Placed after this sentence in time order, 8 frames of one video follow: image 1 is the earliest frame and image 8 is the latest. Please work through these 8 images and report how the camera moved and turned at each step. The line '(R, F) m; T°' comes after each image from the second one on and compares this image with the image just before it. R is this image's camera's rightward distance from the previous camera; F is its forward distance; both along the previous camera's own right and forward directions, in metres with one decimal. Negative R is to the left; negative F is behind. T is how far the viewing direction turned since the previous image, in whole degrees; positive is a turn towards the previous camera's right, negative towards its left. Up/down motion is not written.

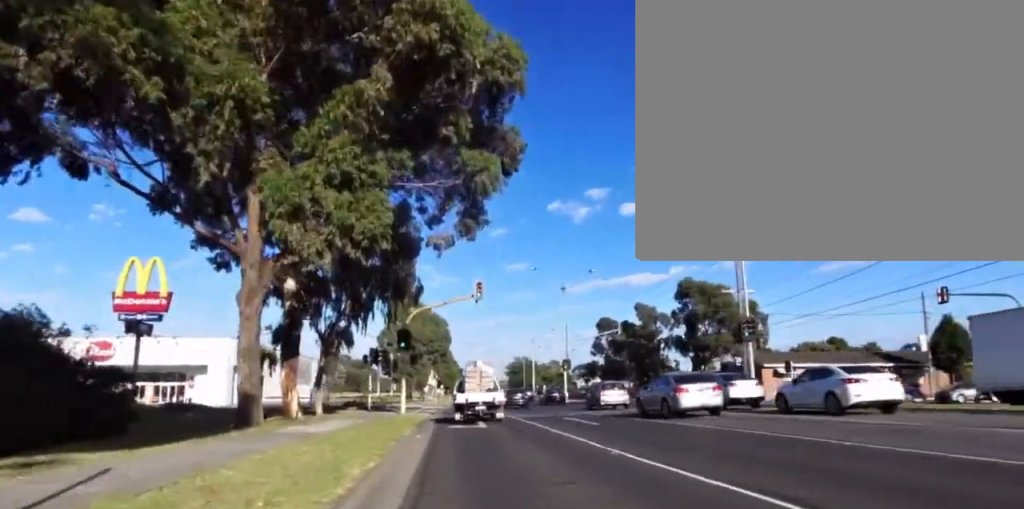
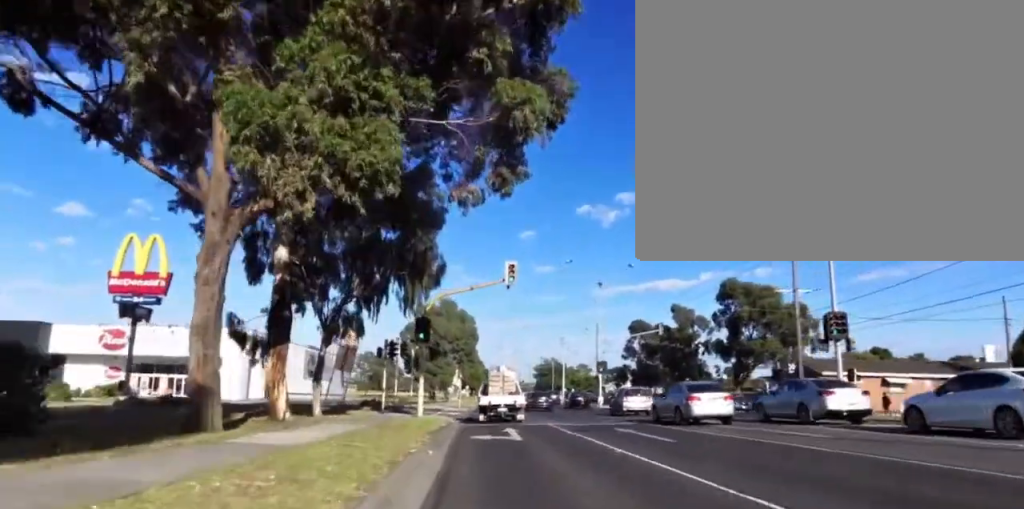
(+0.7, +4.9) m; 0°
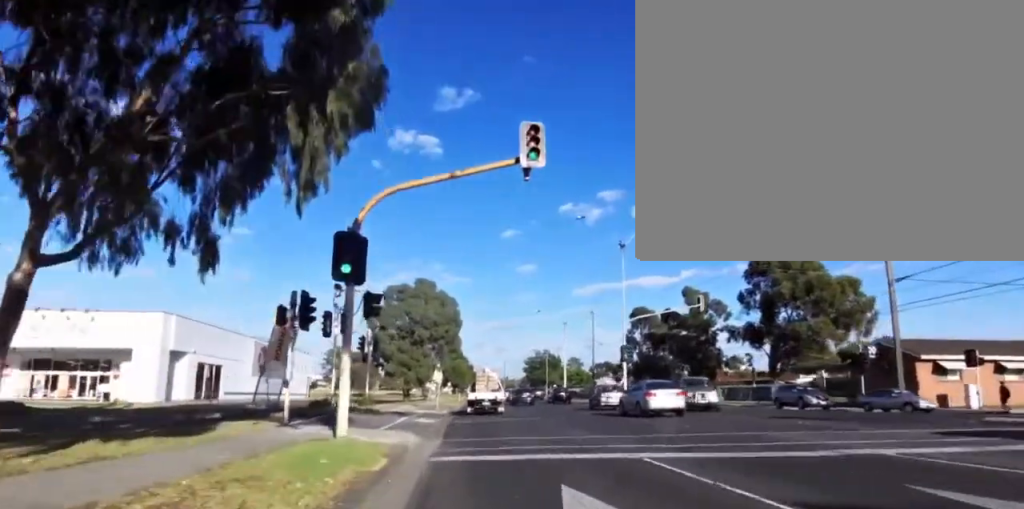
(-0.6, +14.1) m; 0°
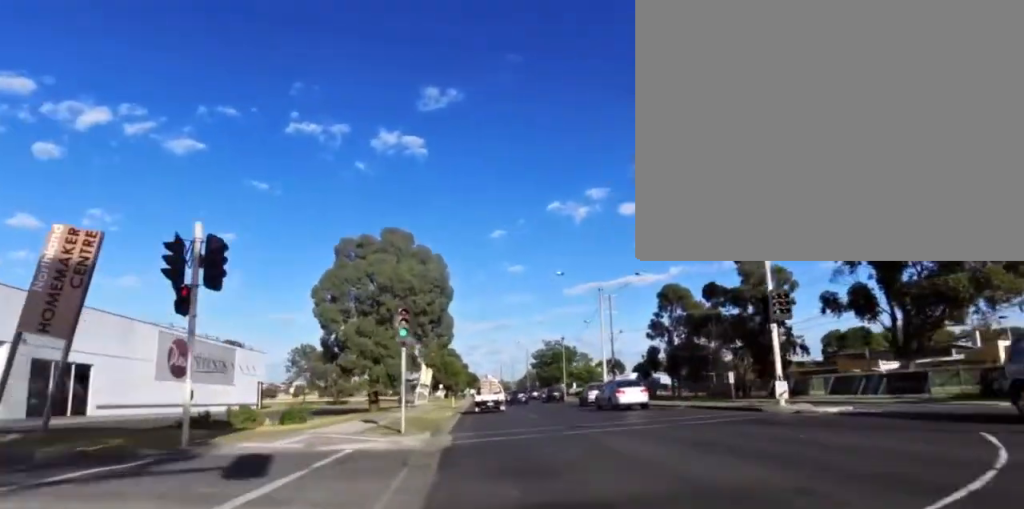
(+0.5, +21.0) m; +1°
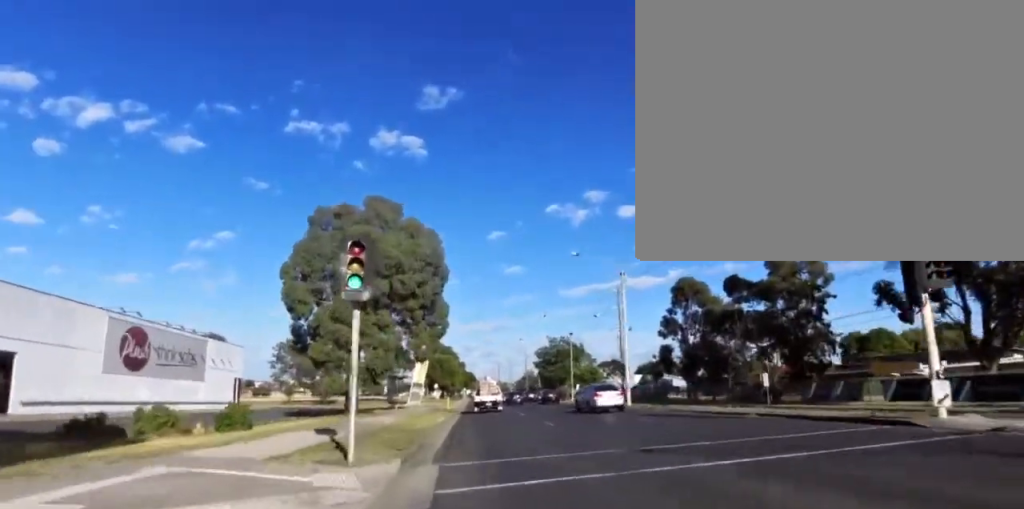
(0.0, +7.1) m; 0°
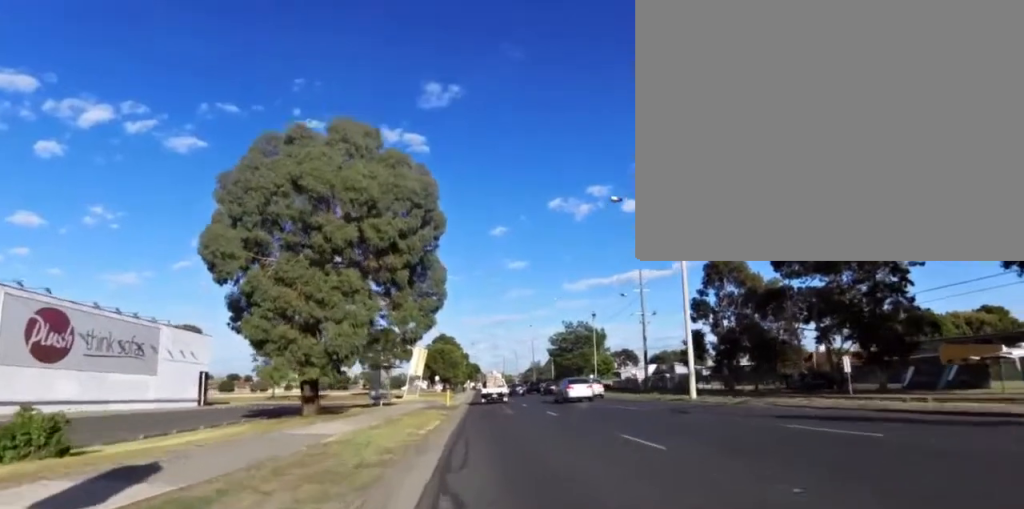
(-0.3, +10.0) m; 0°
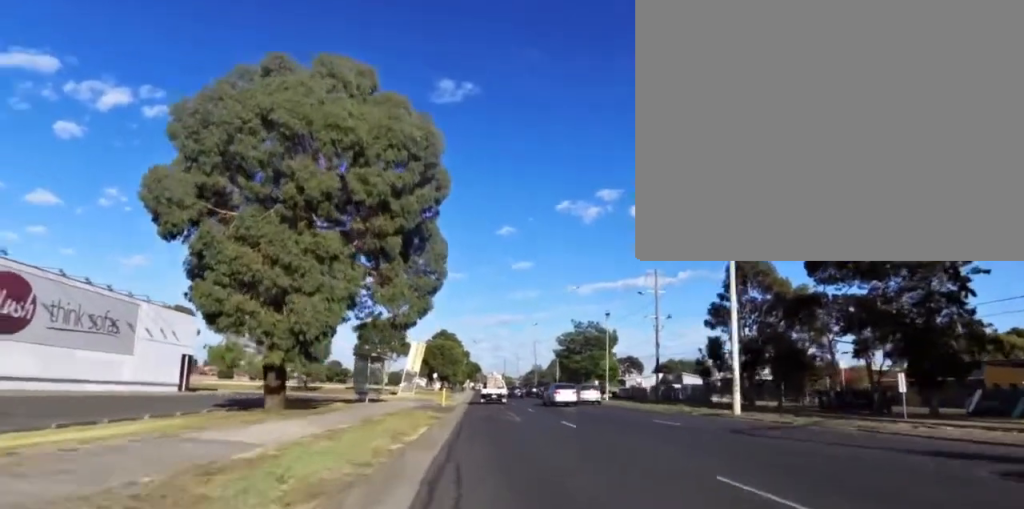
(+0.6, +4.1) m; +1°
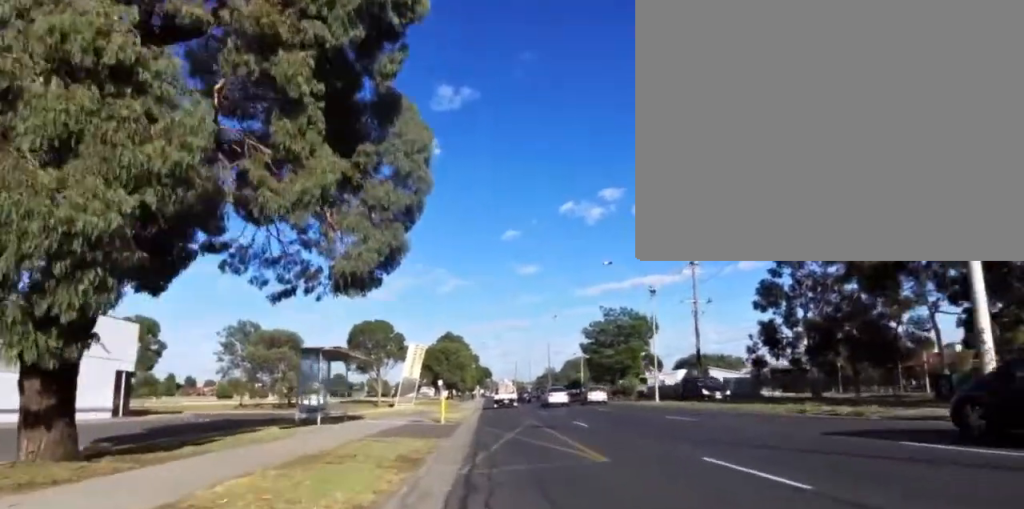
(-0.8, +10.7) m; 0°
